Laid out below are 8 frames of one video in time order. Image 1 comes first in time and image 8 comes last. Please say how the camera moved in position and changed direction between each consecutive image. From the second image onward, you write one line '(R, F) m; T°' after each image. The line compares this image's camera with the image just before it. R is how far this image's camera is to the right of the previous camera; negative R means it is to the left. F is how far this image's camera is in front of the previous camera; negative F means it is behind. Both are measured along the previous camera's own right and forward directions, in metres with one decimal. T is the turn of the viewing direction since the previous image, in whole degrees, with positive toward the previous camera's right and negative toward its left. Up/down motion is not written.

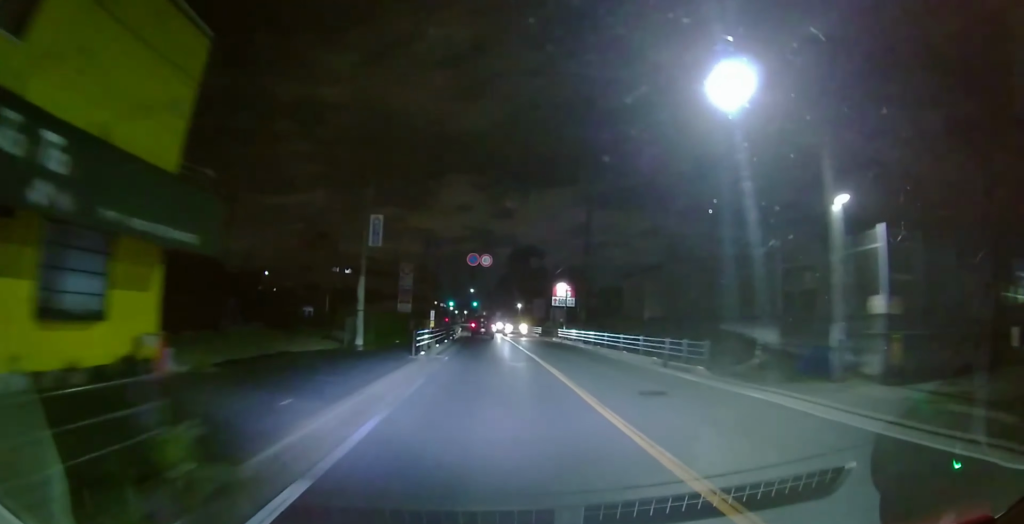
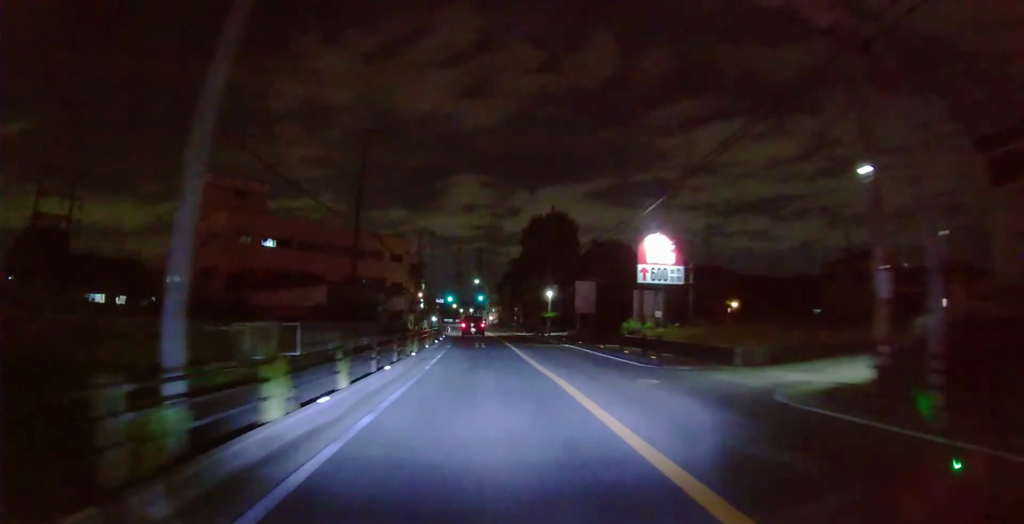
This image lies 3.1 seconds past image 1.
(0.0, +34.3) m; -1°
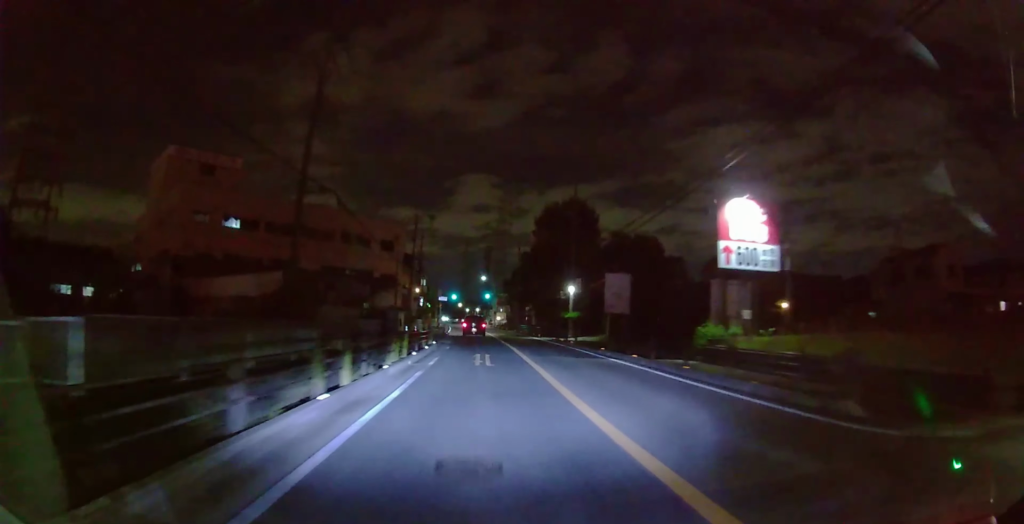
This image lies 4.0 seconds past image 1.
(0.0, +9.4) m; -1°
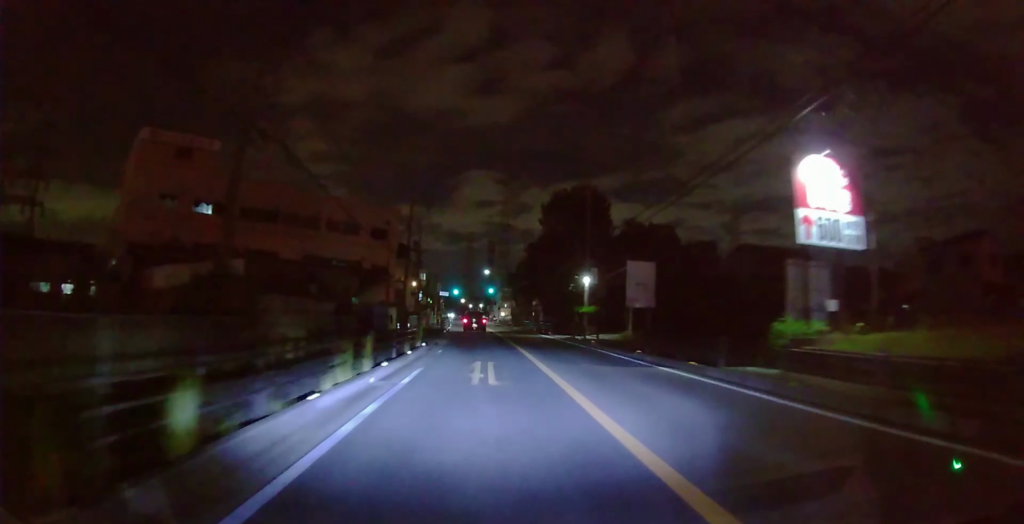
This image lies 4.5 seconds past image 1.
(0.0, +5.5) m; -1°
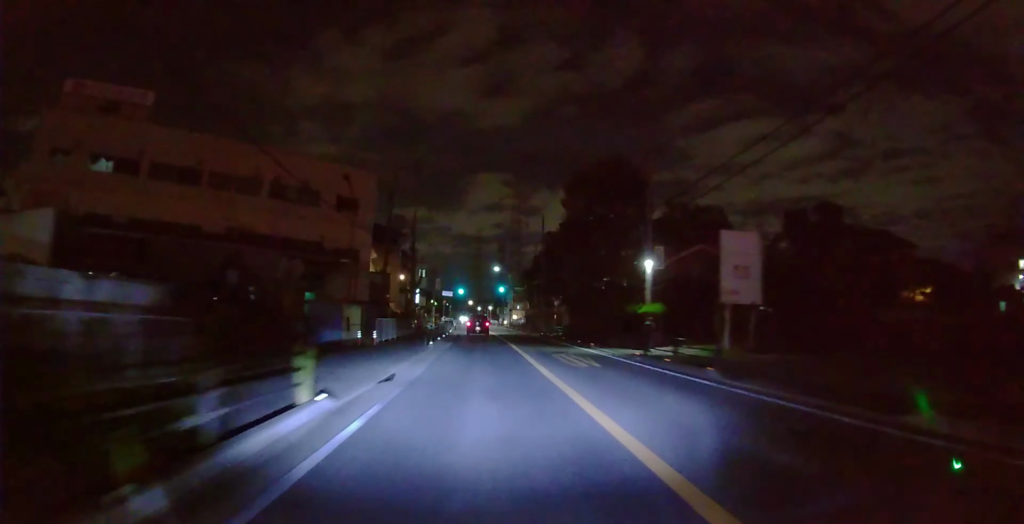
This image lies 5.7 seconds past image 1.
(-0.4, +13.5) m; -2°
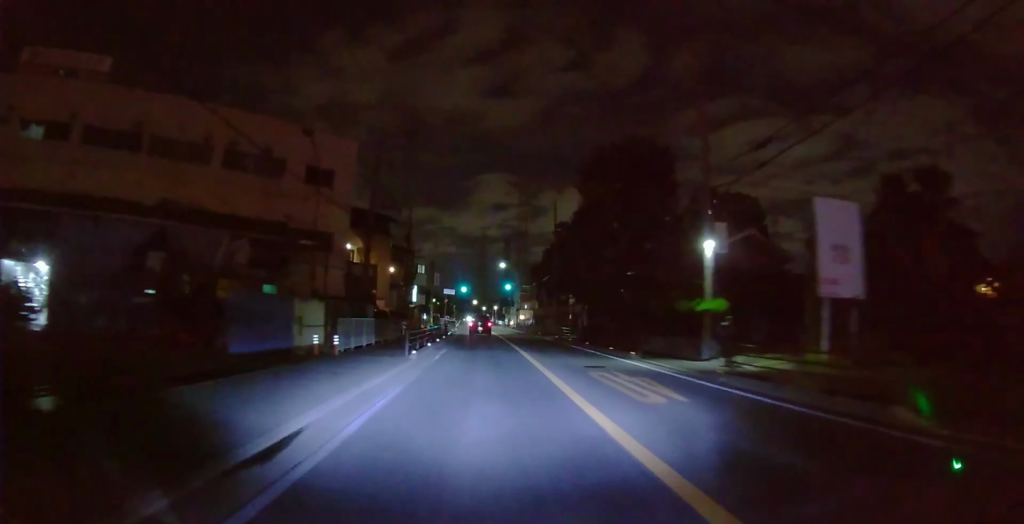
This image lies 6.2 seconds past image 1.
(0.0, +6.5) m; 0°
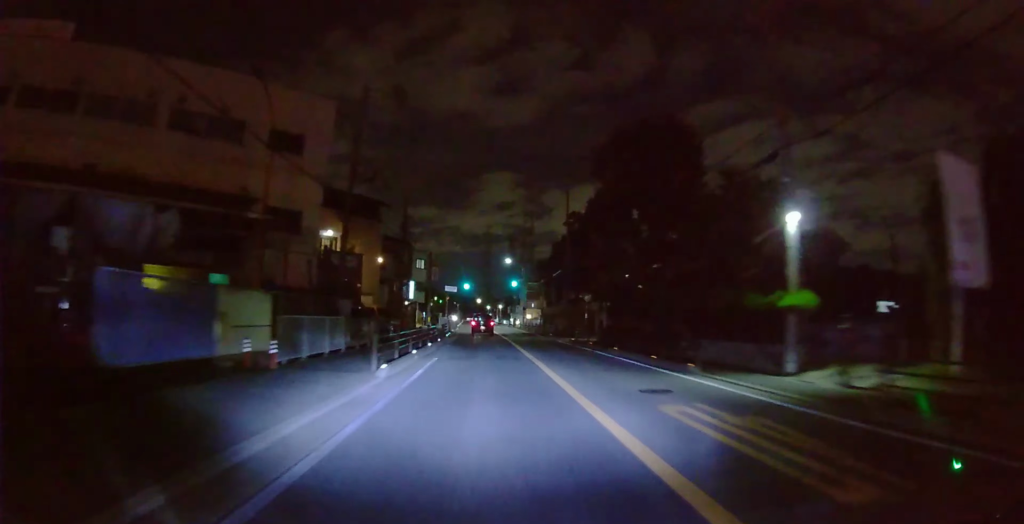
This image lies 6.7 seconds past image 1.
(0.0, +5.2) m; 0°
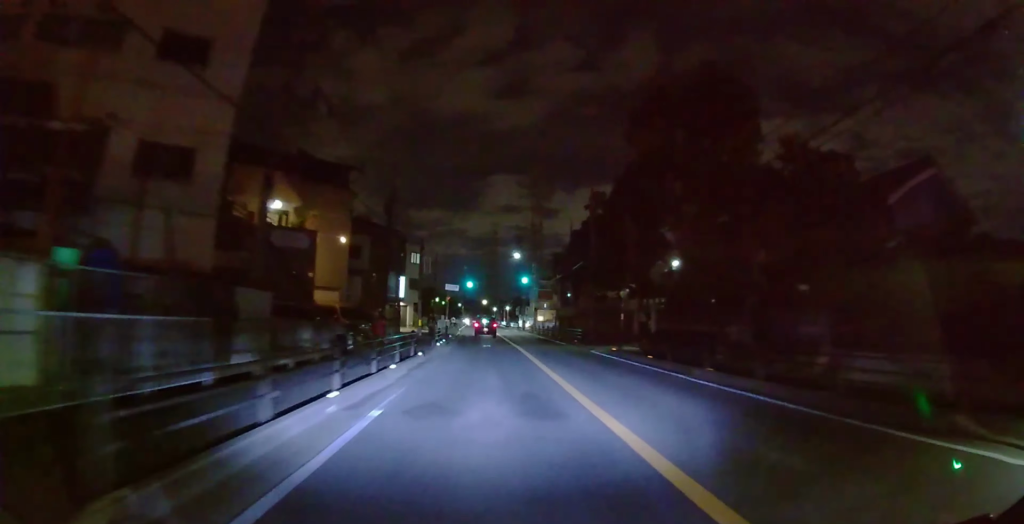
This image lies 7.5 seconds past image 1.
(0.0, +9.6) m; 0°
